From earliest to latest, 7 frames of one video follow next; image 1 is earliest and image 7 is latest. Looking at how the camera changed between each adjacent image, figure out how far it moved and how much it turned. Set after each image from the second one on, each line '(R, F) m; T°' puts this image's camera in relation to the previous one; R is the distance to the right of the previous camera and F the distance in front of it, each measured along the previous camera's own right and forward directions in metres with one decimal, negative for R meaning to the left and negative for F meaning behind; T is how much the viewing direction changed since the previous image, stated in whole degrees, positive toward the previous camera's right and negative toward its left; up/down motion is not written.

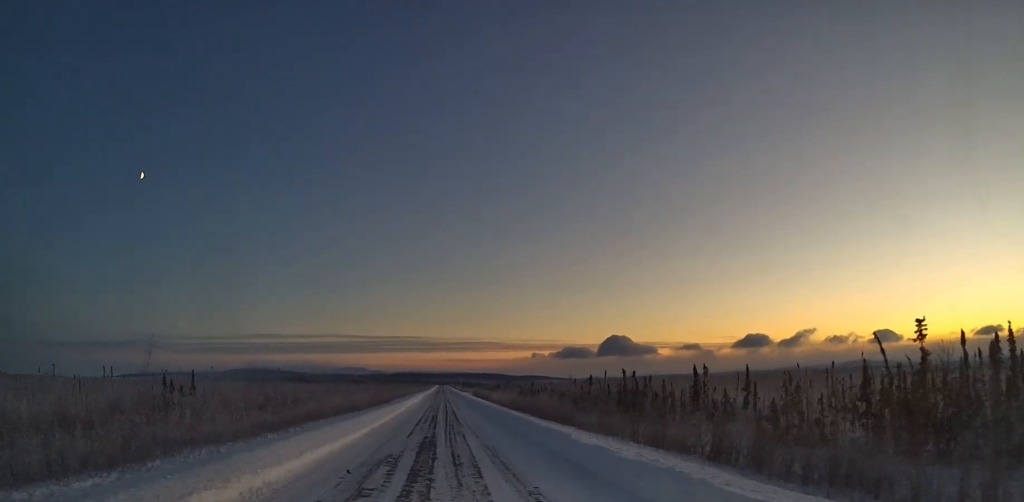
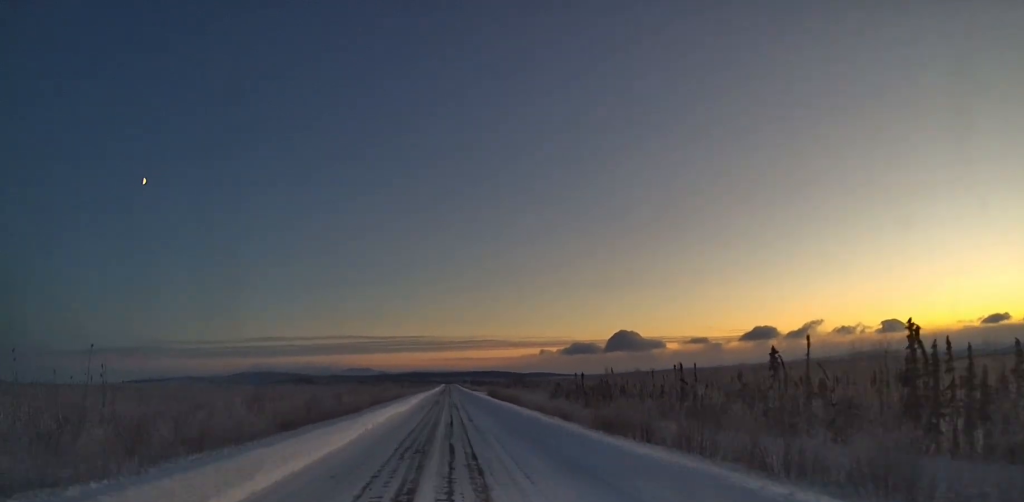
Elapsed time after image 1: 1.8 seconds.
(0.0, +45.4) m; 0°
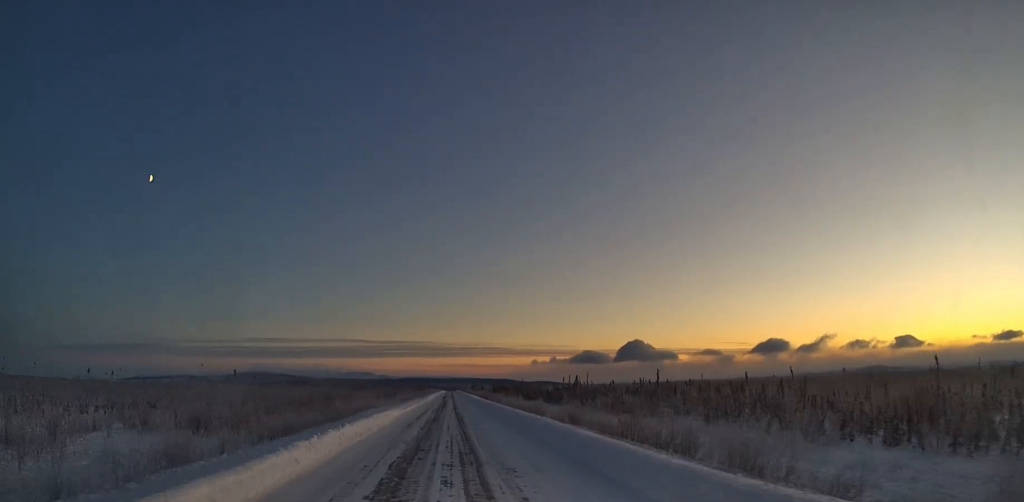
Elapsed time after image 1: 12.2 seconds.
(-1.4, +267.5) m; 0°
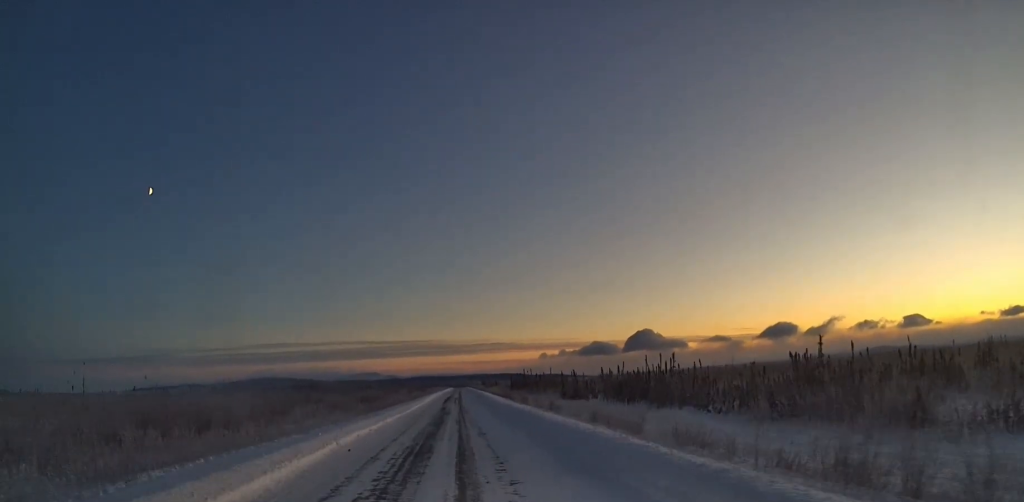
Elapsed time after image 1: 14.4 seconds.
(-0.2, +57.6) m; 0°
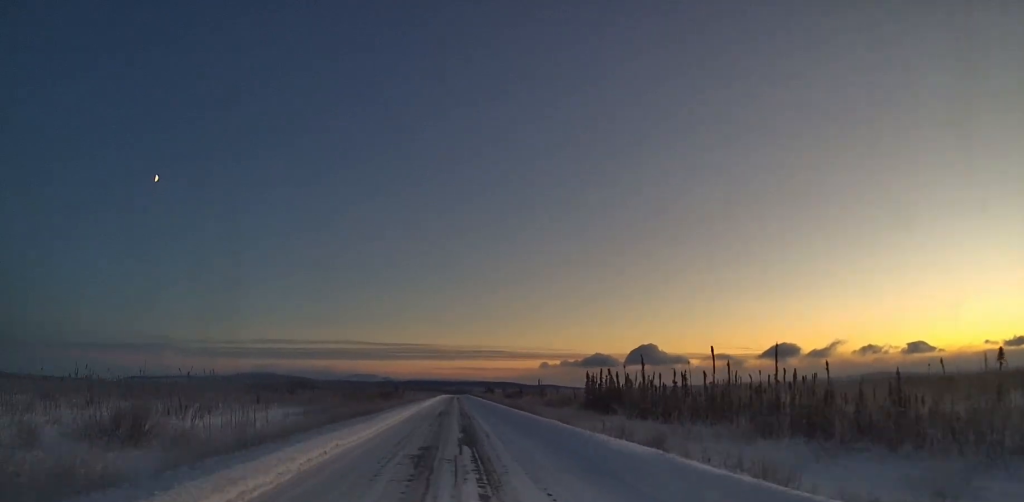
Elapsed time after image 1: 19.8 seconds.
(-0.5, +139.8) m; 0°
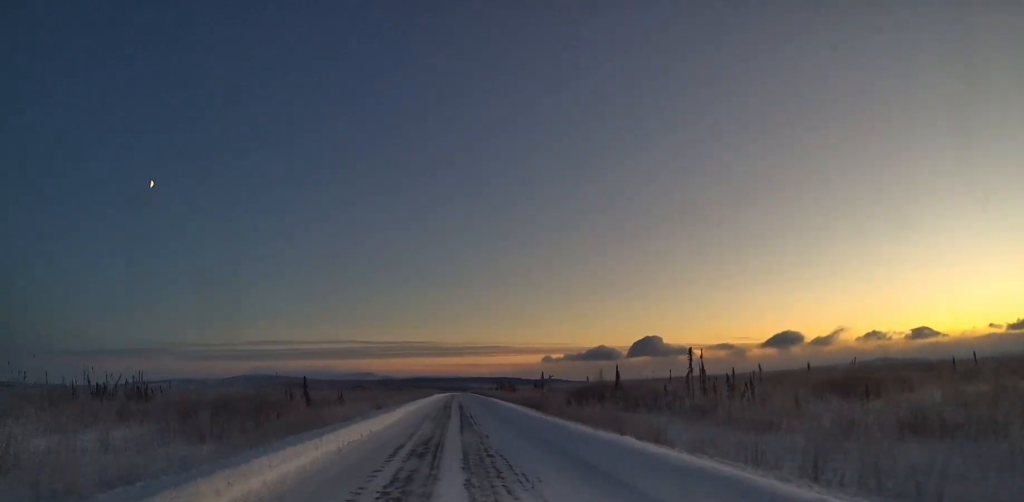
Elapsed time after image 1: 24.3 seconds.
(-0.1, +115.3) m; 0°
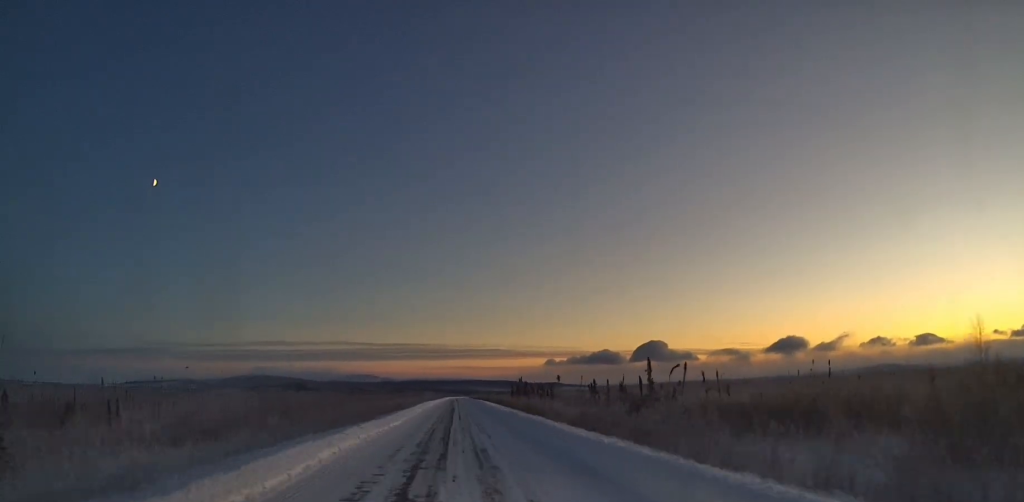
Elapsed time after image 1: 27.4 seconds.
(+0.3, +78.5) m; 0°
